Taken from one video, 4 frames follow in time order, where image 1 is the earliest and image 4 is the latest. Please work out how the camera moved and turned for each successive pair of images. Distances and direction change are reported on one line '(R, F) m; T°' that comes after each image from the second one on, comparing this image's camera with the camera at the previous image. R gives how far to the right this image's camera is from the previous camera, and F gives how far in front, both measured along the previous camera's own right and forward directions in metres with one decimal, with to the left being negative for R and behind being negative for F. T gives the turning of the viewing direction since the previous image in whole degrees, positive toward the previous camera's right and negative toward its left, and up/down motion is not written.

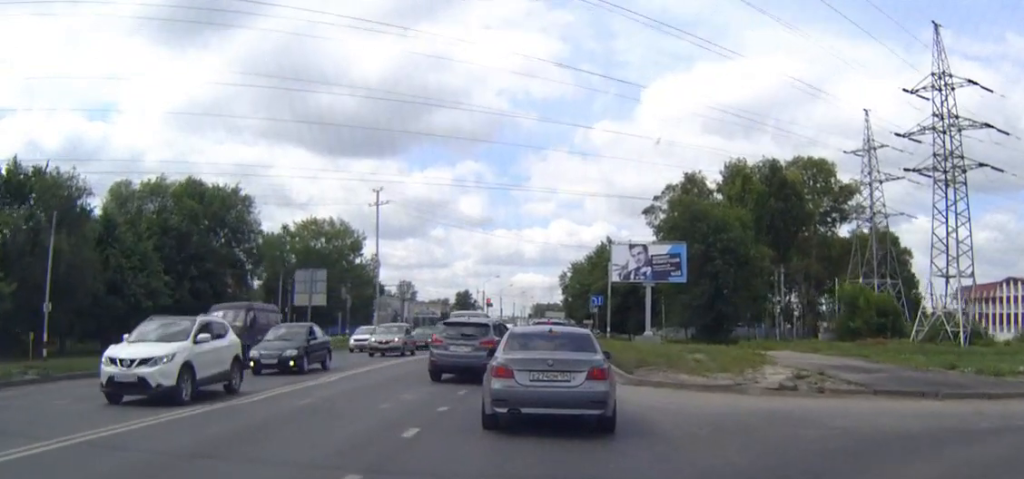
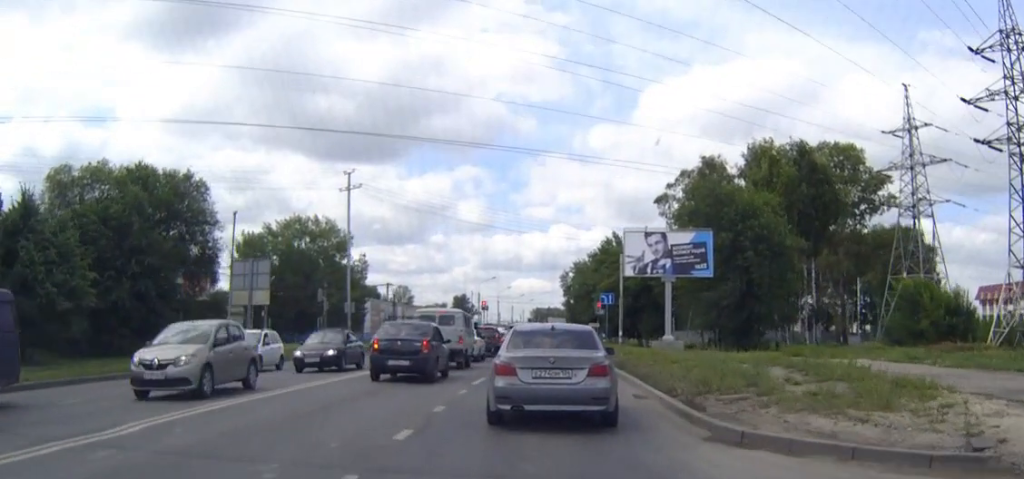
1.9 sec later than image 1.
(-0.2, +11.8) m; -2°
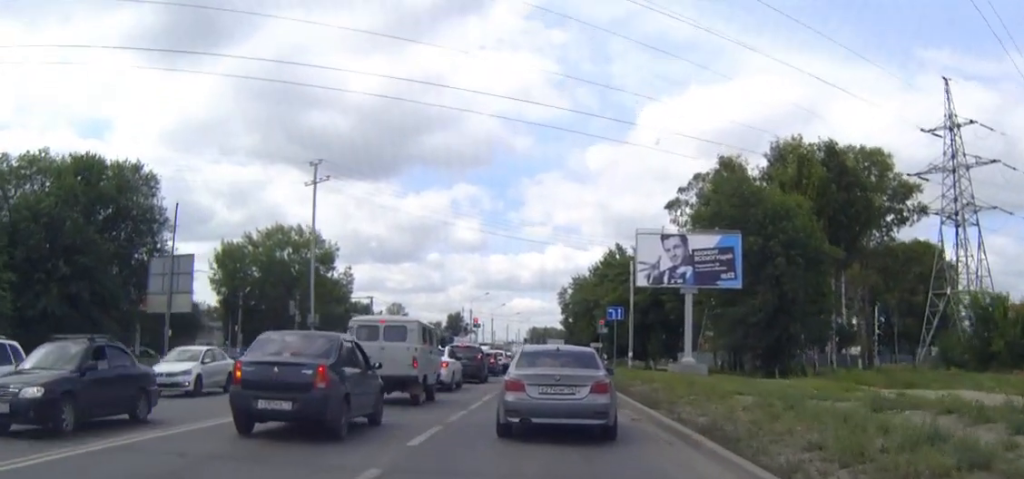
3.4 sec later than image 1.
(+0.1, +9.4) m; +1°
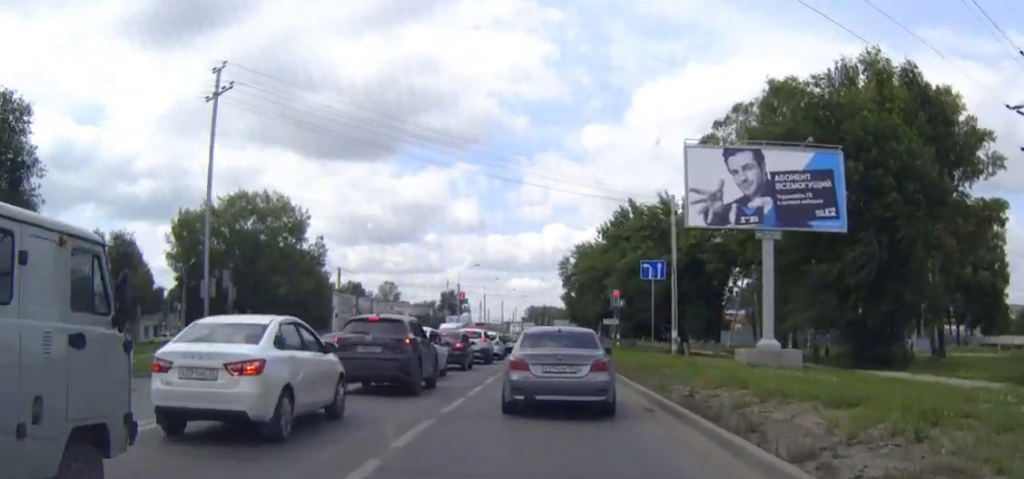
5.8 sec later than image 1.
(-0.1, +16.7) m; 0°
